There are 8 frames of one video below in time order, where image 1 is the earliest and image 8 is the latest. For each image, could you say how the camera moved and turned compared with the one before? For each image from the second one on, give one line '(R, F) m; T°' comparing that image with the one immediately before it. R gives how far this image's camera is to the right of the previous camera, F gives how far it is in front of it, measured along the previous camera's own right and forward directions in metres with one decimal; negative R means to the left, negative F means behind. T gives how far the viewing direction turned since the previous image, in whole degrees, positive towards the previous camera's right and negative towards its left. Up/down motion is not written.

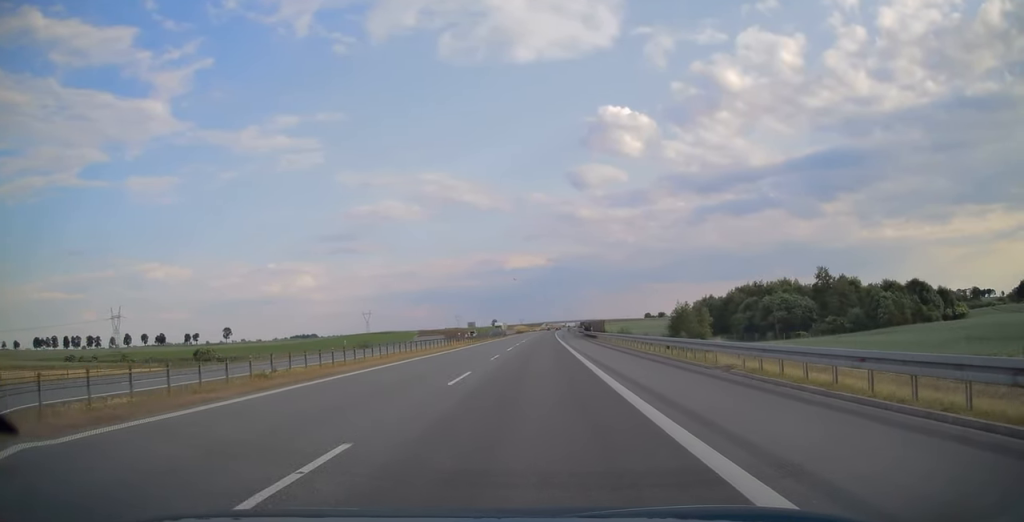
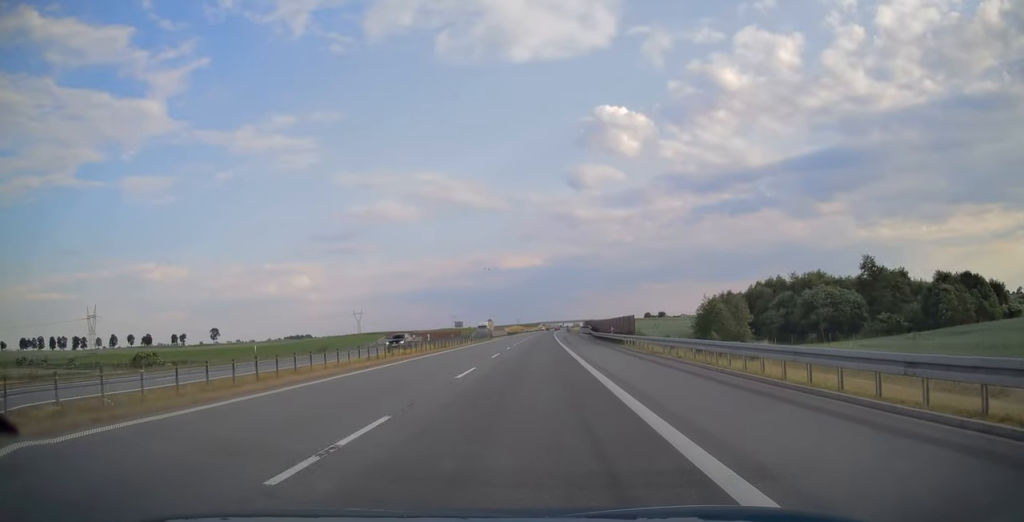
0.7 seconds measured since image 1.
(0.0, +21.8) m; 0°
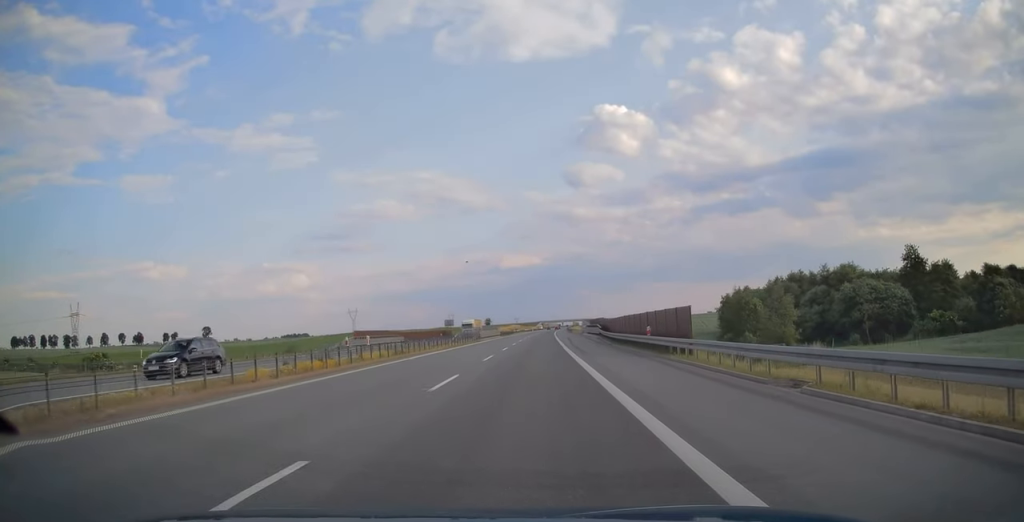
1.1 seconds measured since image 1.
(0.0, +15.3) m; 0°
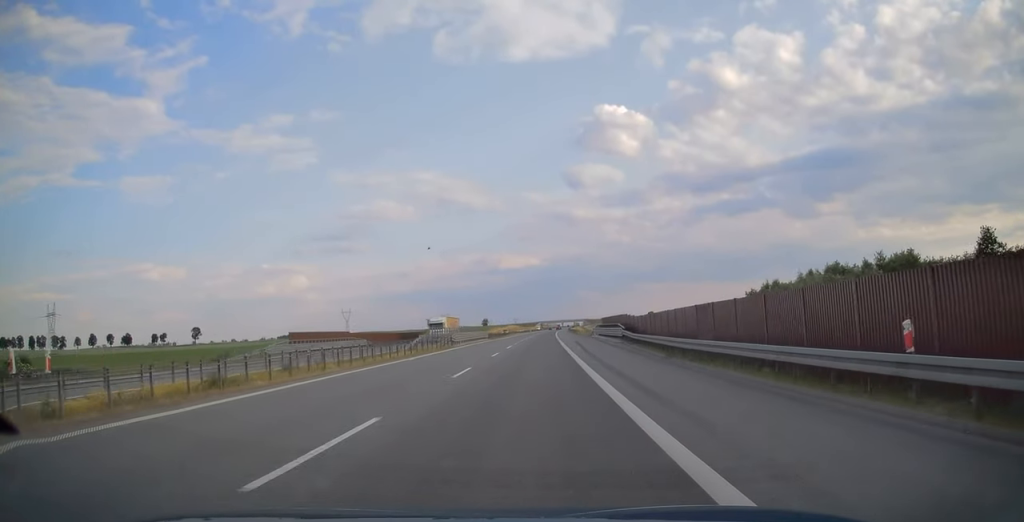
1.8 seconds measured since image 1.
(+0.1, +20.7) m; 0°
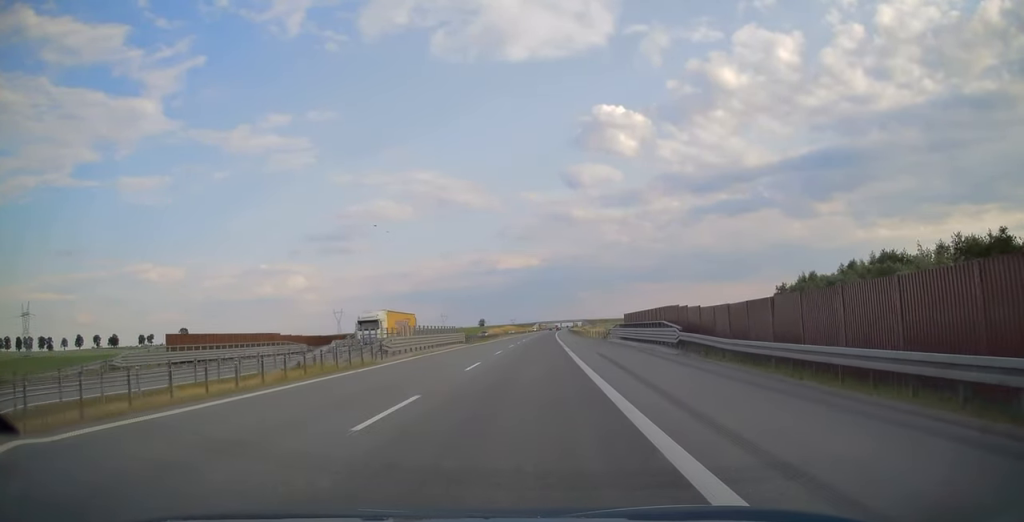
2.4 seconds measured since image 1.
(0.0, +20.8) m; 0°
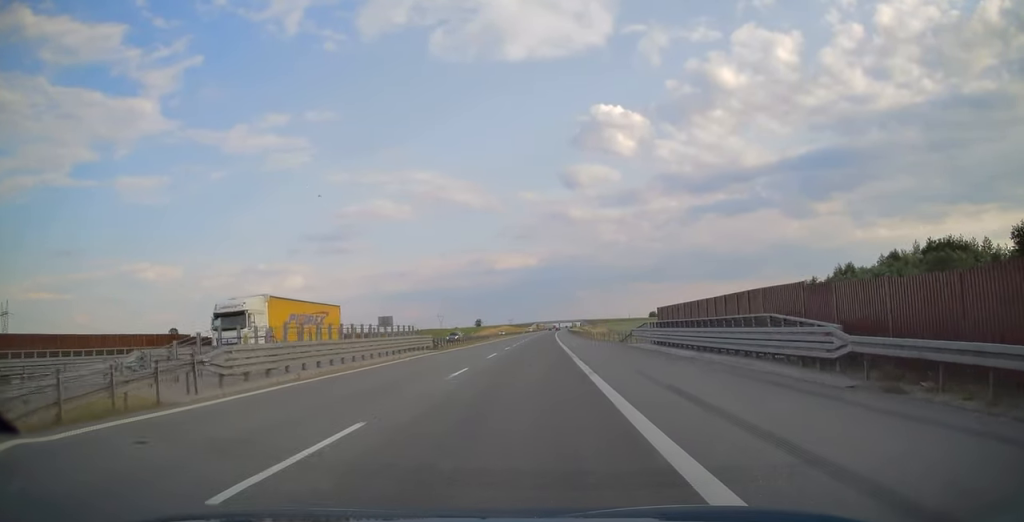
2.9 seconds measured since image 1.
(+0.1, +15.9) m; 0°
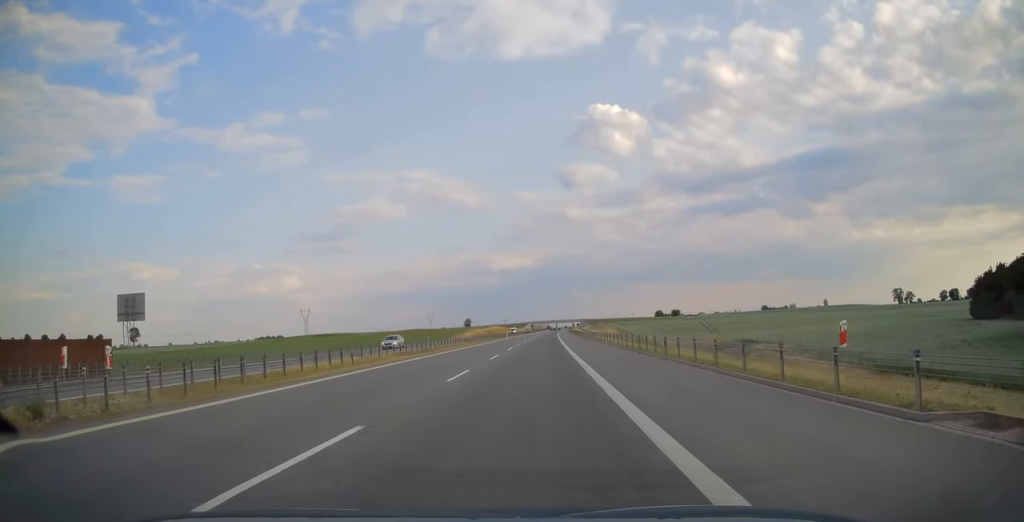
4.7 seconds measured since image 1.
(+0.1, +60.6) m; 0°
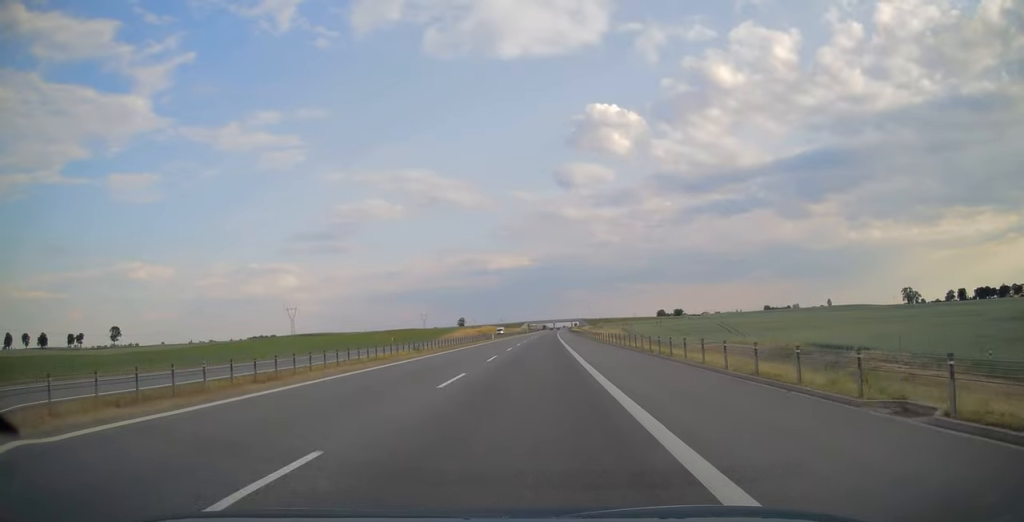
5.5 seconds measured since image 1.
(0.0, +25.6) m; 0°
